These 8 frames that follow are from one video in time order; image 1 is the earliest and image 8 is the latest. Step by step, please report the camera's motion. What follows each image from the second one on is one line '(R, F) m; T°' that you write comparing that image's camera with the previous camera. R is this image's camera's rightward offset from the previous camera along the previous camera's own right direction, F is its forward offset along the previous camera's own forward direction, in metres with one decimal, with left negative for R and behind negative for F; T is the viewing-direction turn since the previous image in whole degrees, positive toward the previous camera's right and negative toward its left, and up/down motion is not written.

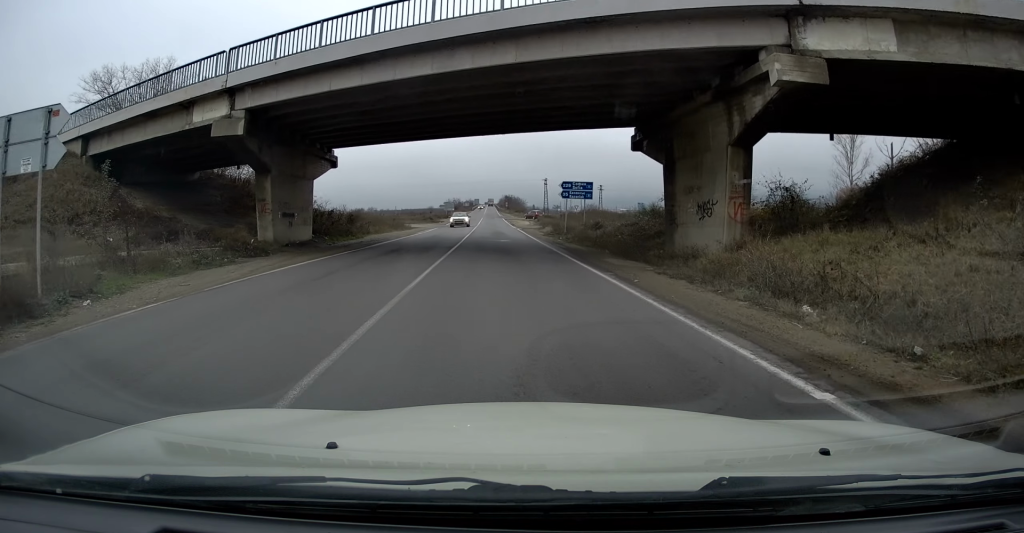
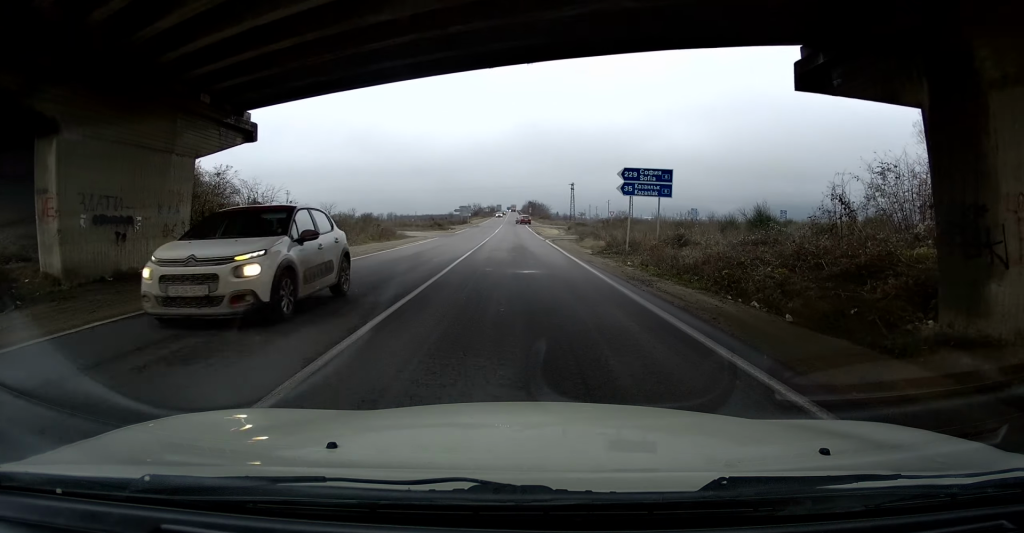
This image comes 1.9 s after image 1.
(-0.4, +15.6) m; -1°
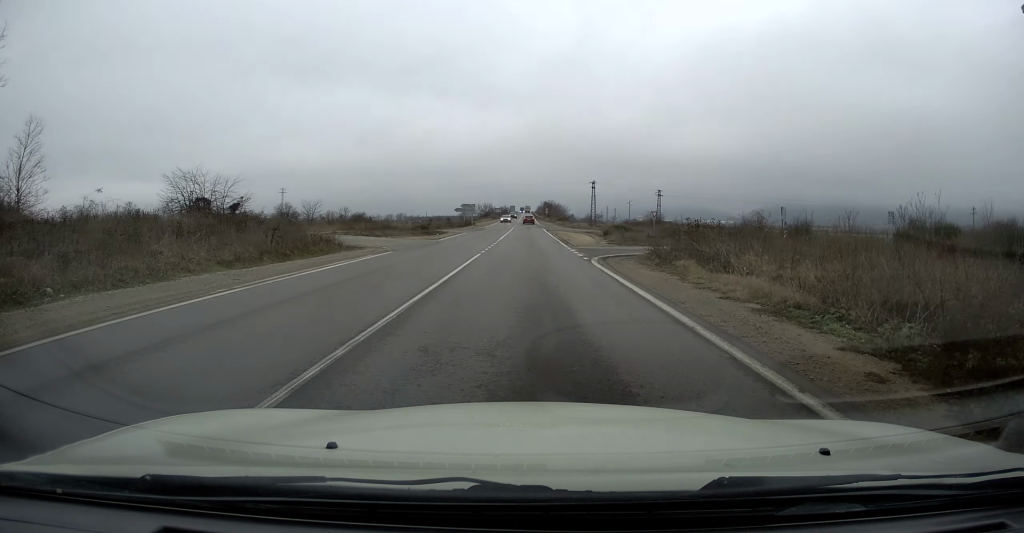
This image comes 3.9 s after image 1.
(-0.1, +20.3) m; -2°
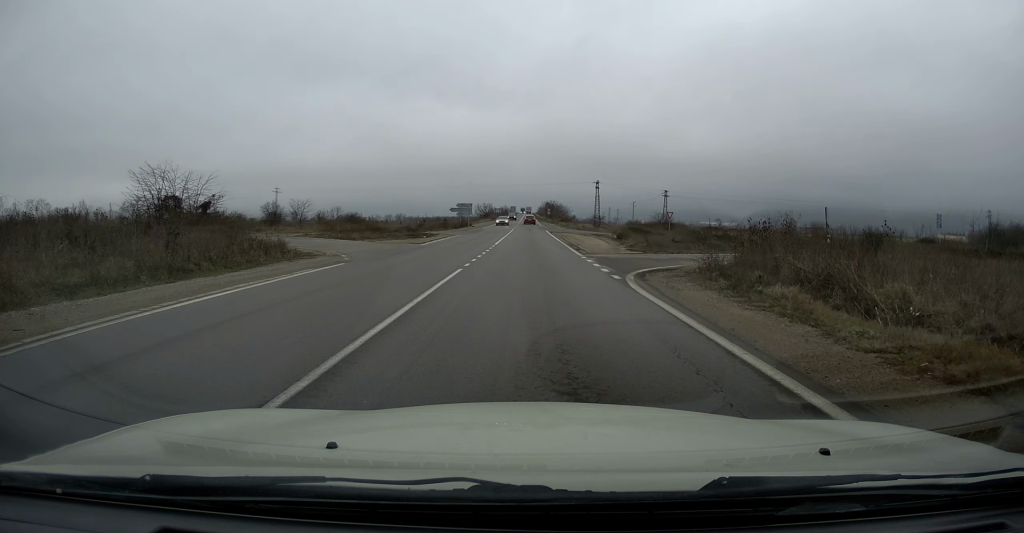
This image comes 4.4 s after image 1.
(-0.1, +7.0) m; 0°
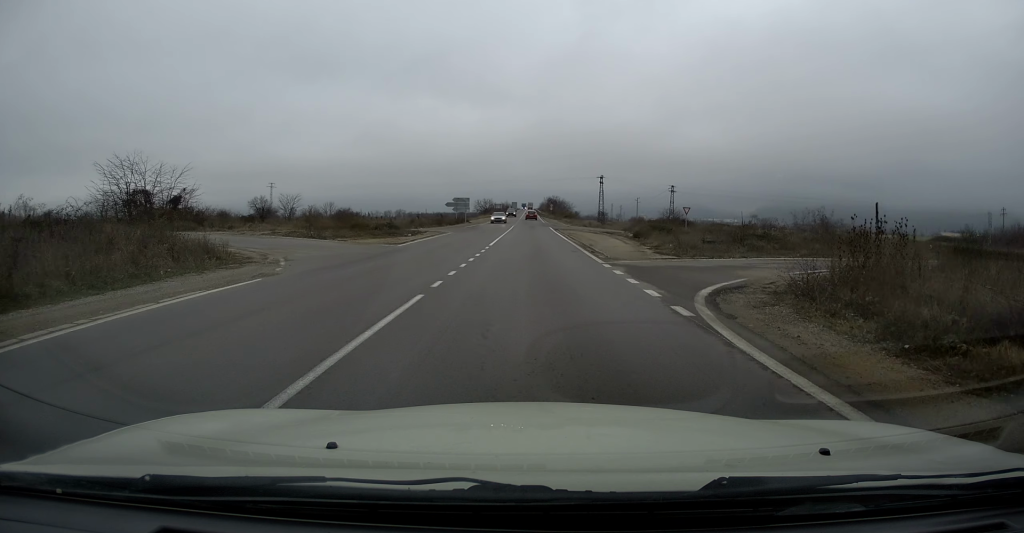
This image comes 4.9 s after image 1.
(0.0, +6.0) m; 0°
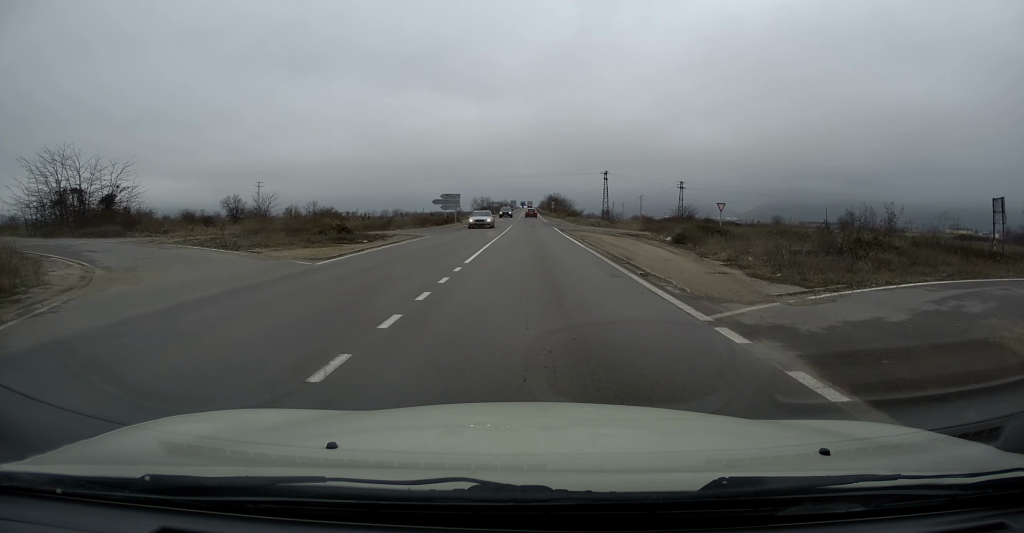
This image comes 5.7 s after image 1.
(0.0, +10.3) m; -1°
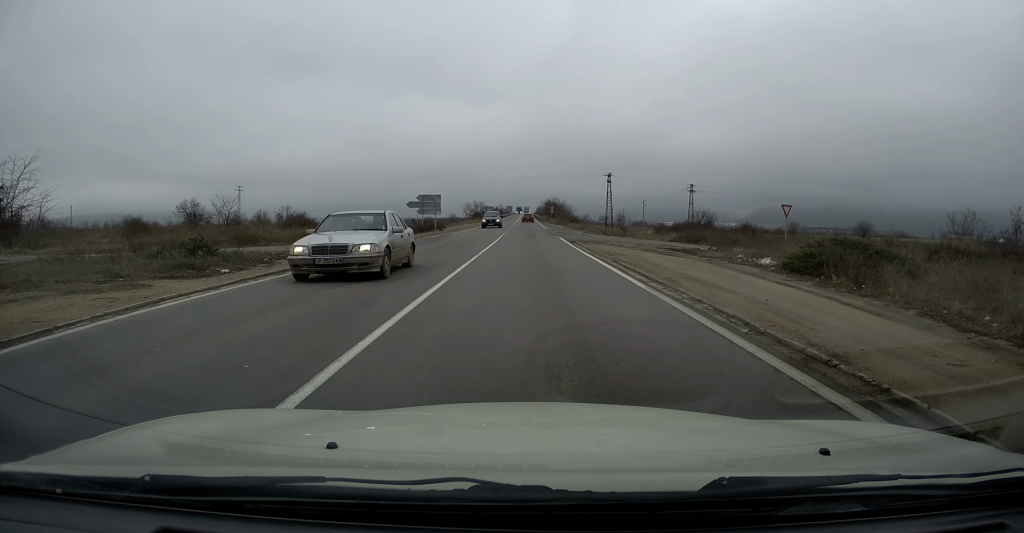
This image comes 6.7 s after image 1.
(-0.2, +12.9) m; -1°
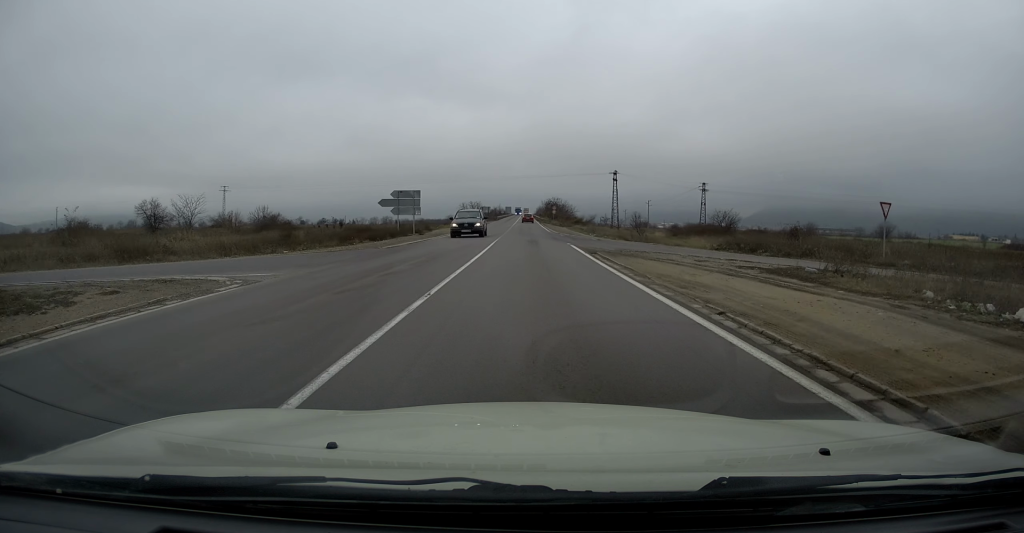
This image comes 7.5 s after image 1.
(0.0, +10.4) m; +1°
